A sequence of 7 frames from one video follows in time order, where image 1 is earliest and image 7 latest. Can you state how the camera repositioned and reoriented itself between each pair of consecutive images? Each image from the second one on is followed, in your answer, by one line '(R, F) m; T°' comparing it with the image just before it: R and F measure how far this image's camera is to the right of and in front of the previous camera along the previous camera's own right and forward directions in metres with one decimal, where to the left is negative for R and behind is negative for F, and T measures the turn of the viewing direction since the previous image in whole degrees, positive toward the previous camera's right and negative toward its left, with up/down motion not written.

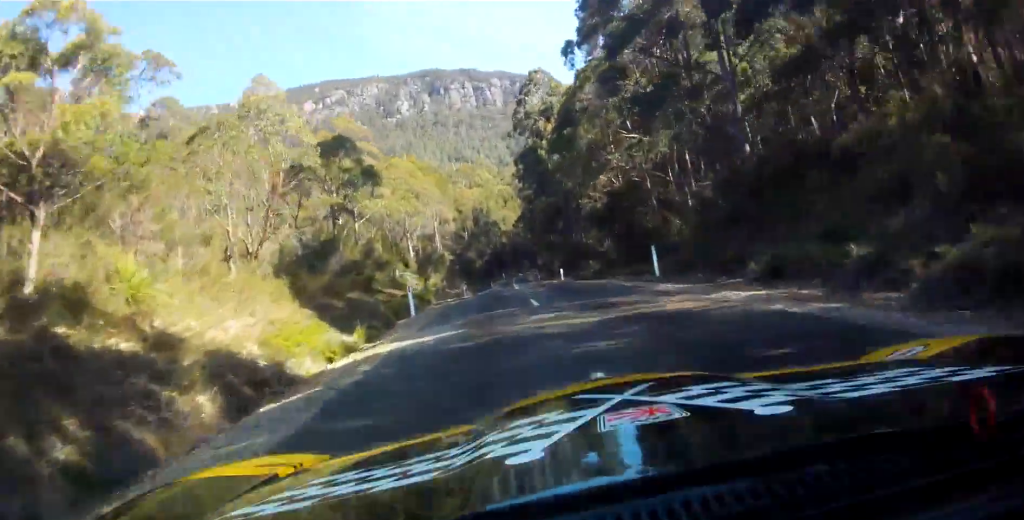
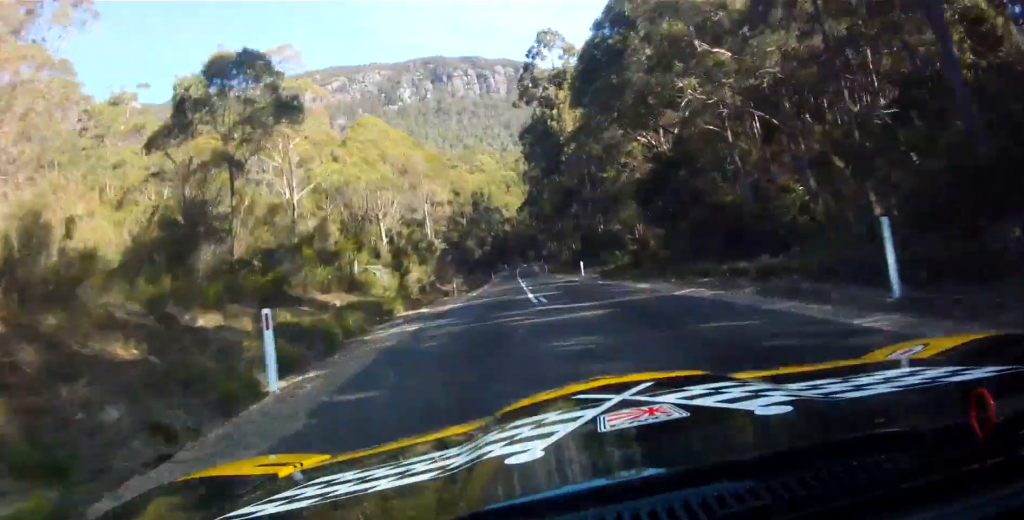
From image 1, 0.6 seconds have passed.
(+0.1, +18.0) m; 0°
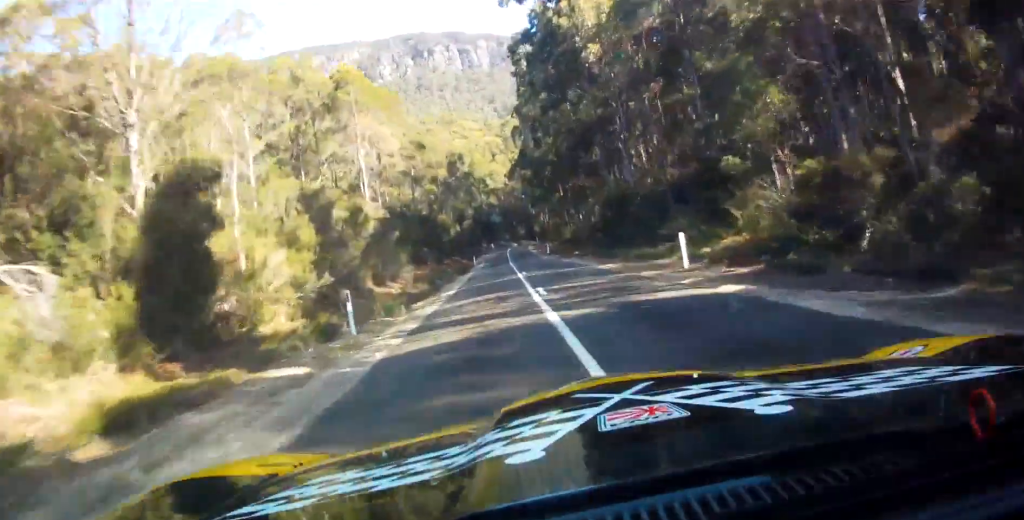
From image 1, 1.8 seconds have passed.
(-0.1, +35.1) m; 0°
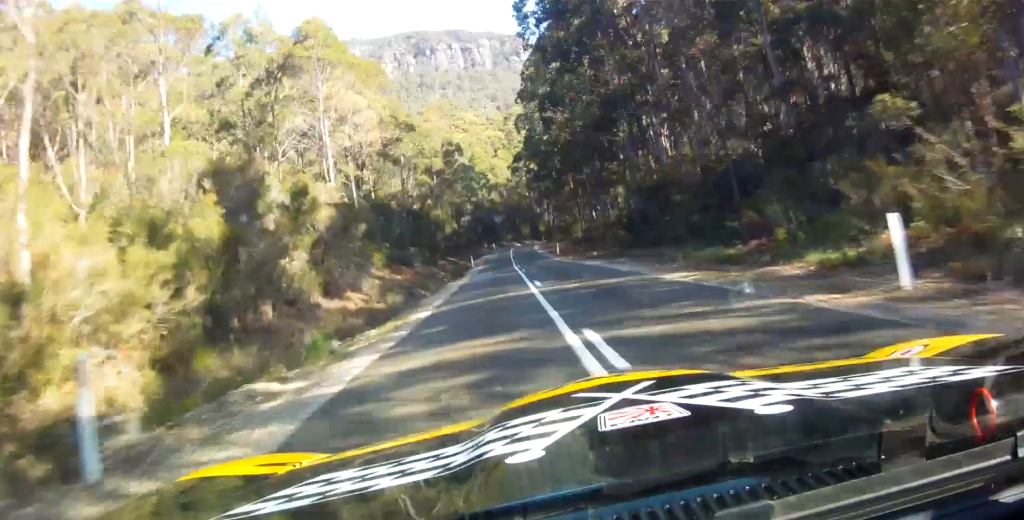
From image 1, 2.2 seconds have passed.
(0.0, +12.7) m; 0°
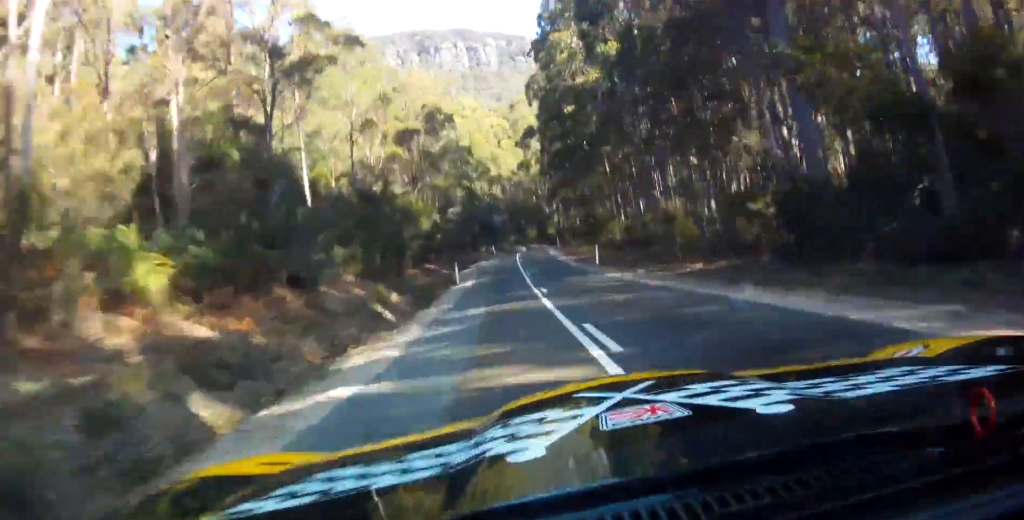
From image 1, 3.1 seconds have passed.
(0.0, +29.7) m; +1°
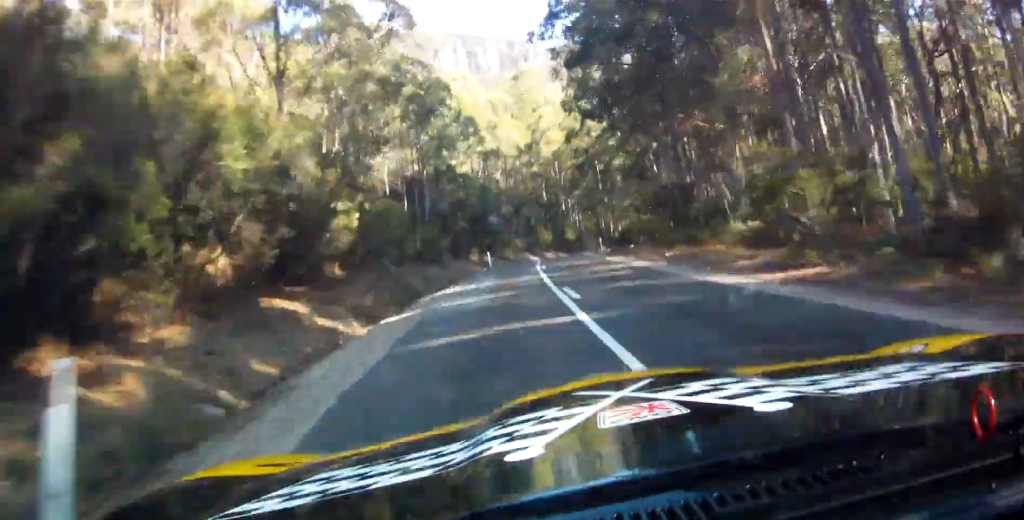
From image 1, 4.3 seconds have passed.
(+1.2, +38.6) m; +5°
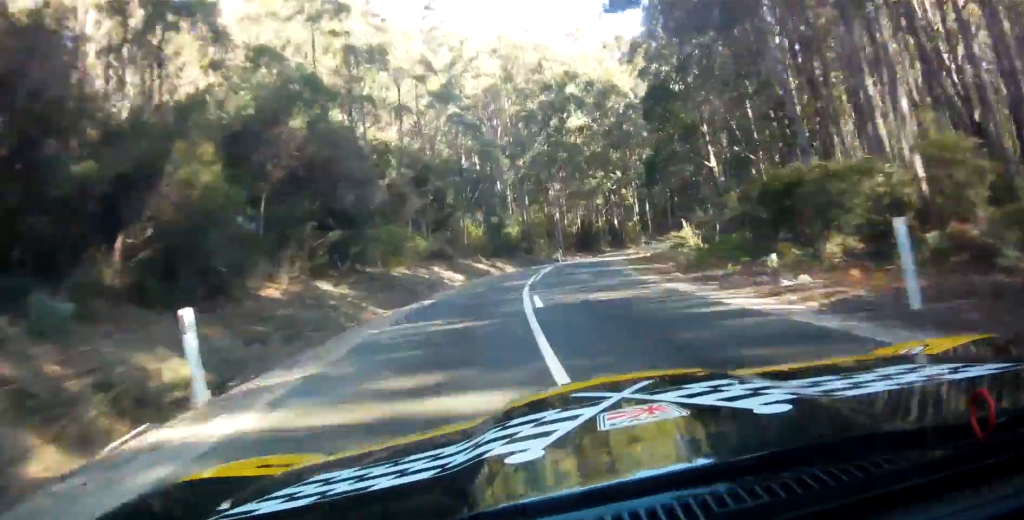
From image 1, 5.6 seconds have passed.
(+2.9, +45.7) m; +7°
